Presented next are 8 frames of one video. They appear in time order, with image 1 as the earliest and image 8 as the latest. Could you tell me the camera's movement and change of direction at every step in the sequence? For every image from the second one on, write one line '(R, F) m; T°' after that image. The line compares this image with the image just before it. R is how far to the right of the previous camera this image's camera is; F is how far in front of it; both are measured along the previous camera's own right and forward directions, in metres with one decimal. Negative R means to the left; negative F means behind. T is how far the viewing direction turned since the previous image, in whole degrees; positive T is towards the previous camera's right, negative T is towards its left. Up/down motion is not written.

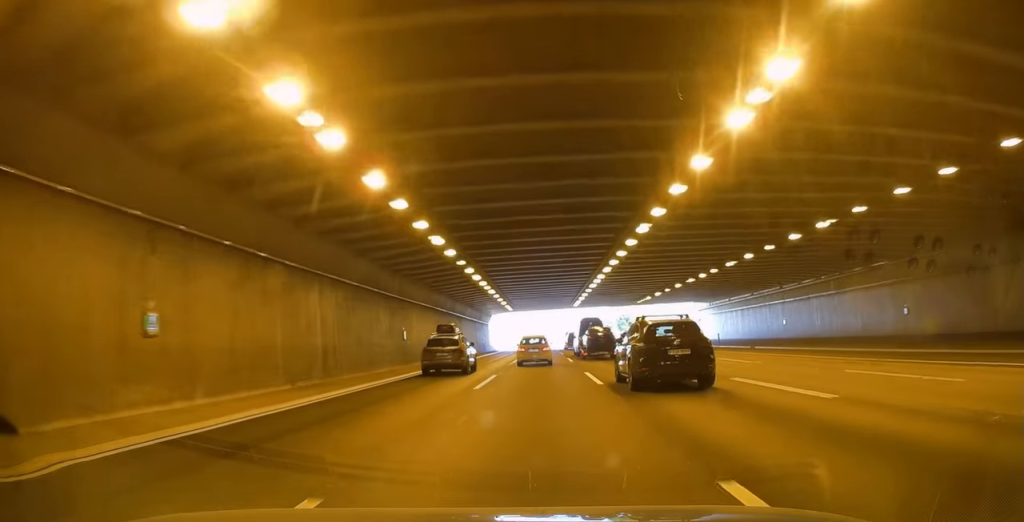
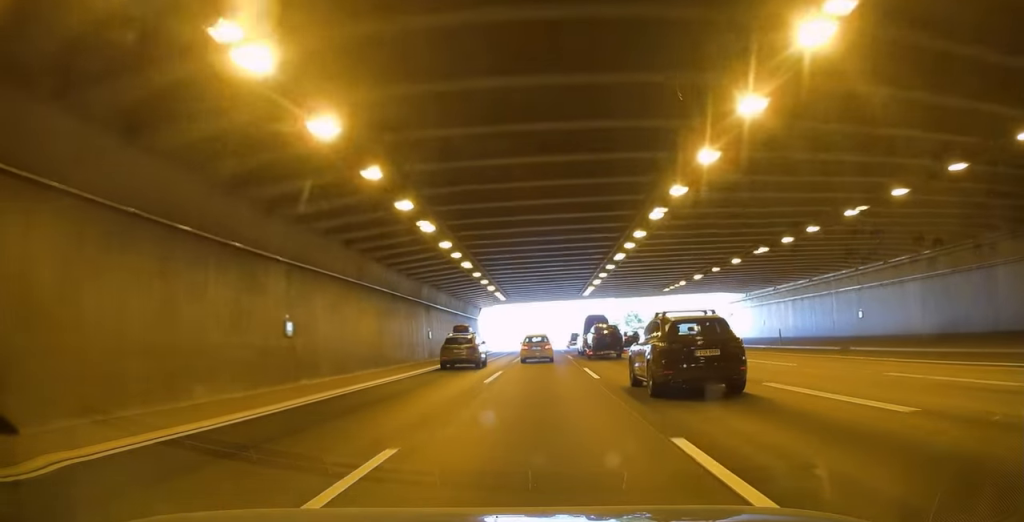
(0.0, +15.8) m; 0°
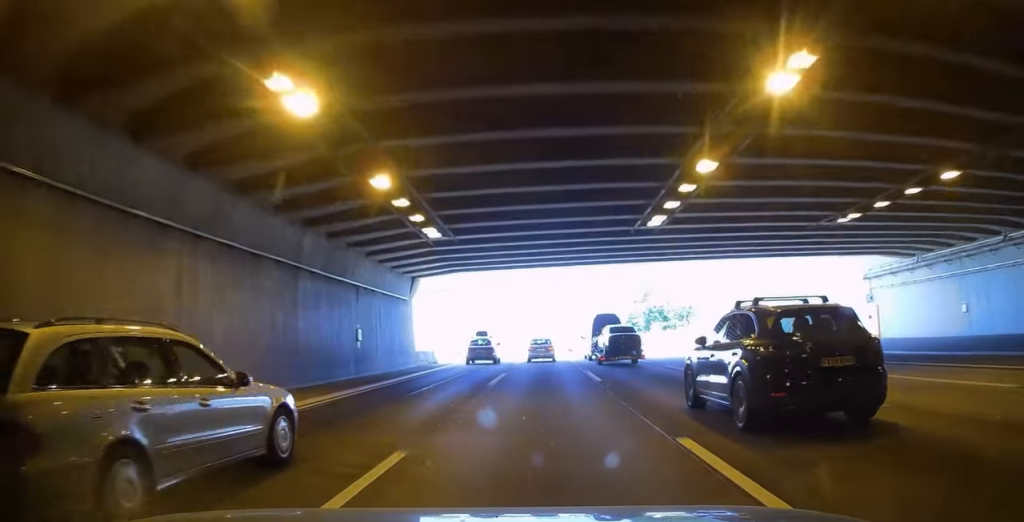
(-0.2, +35.5) m; +1°
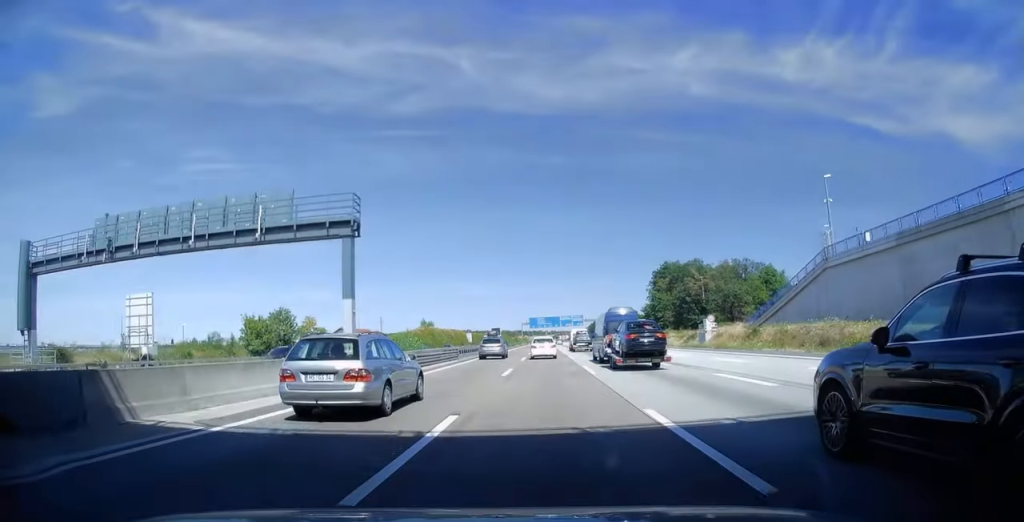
(+1.5, +30.2) m; +5°
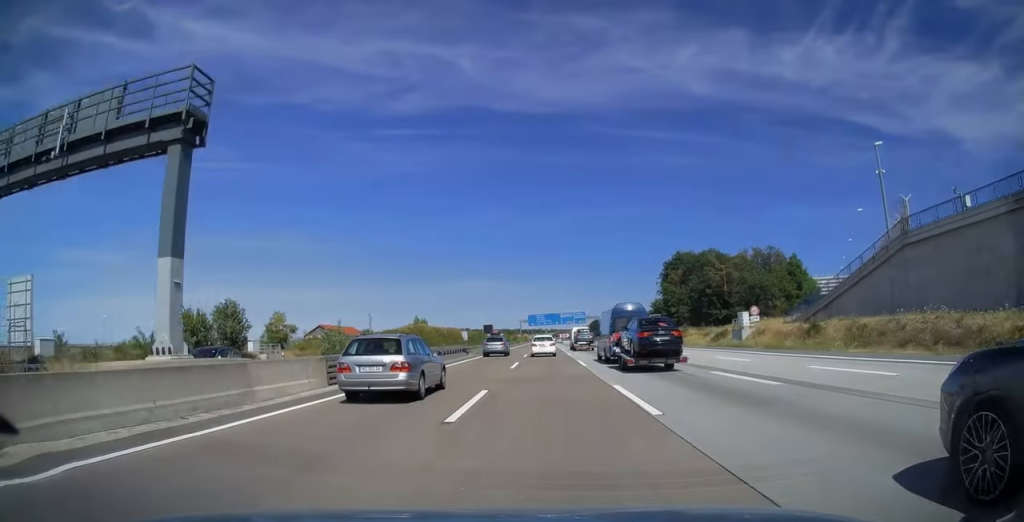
(+1.6, +12.1) m; +1°
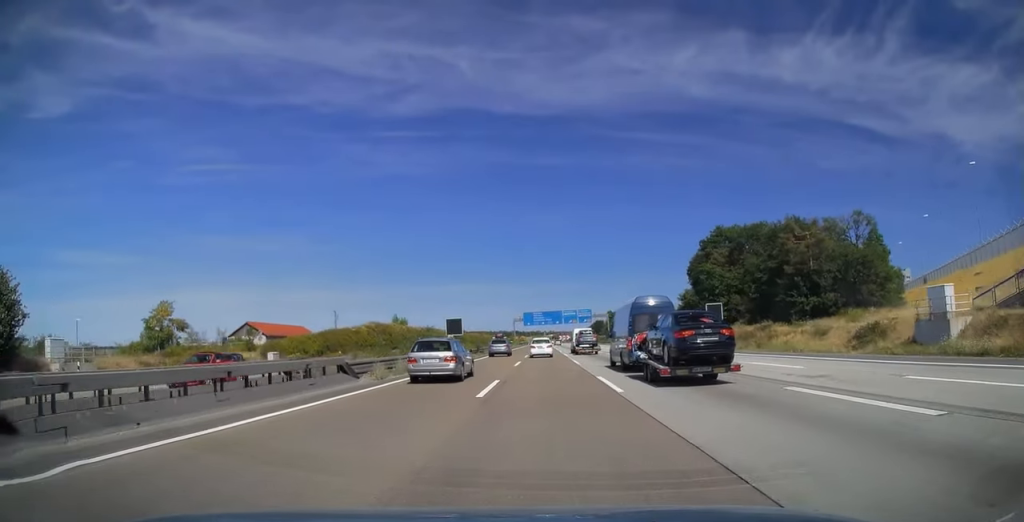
(-2.5, +29.6) m; -5°
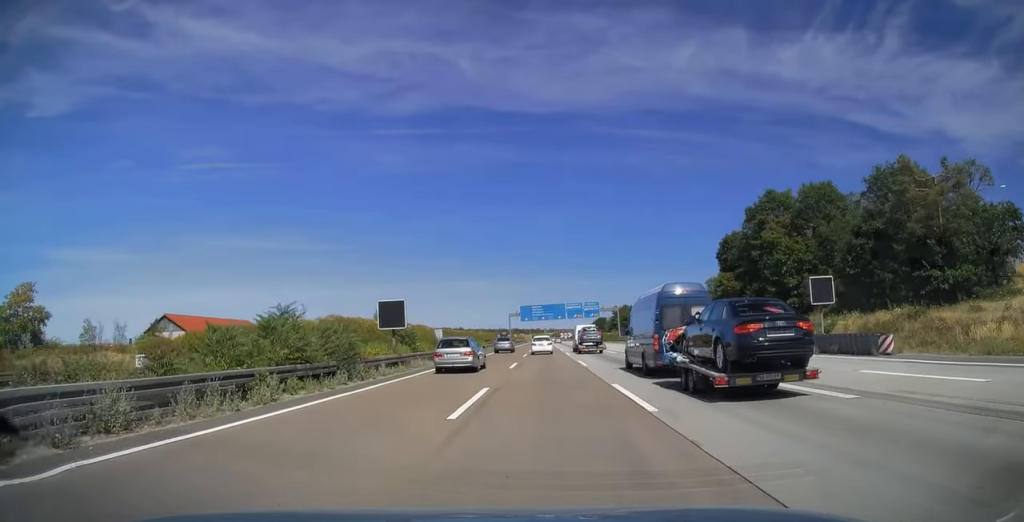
(0.0, +22.1) m; 0°
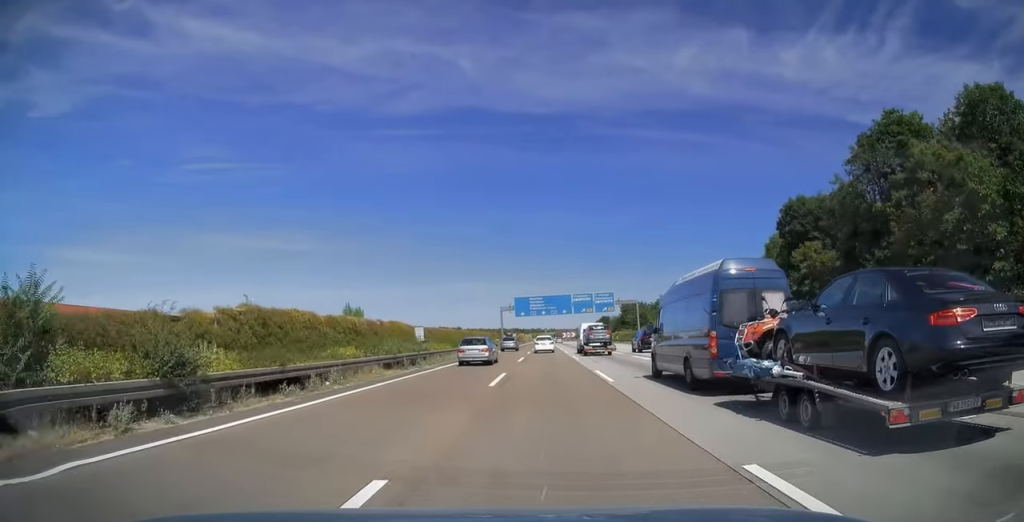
(-0.1, +28.2) m; 0°
